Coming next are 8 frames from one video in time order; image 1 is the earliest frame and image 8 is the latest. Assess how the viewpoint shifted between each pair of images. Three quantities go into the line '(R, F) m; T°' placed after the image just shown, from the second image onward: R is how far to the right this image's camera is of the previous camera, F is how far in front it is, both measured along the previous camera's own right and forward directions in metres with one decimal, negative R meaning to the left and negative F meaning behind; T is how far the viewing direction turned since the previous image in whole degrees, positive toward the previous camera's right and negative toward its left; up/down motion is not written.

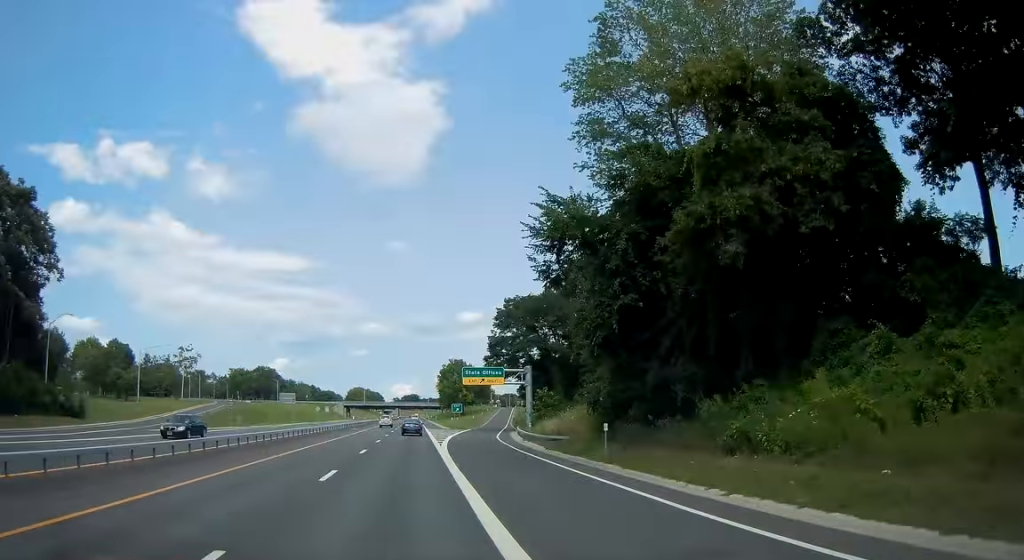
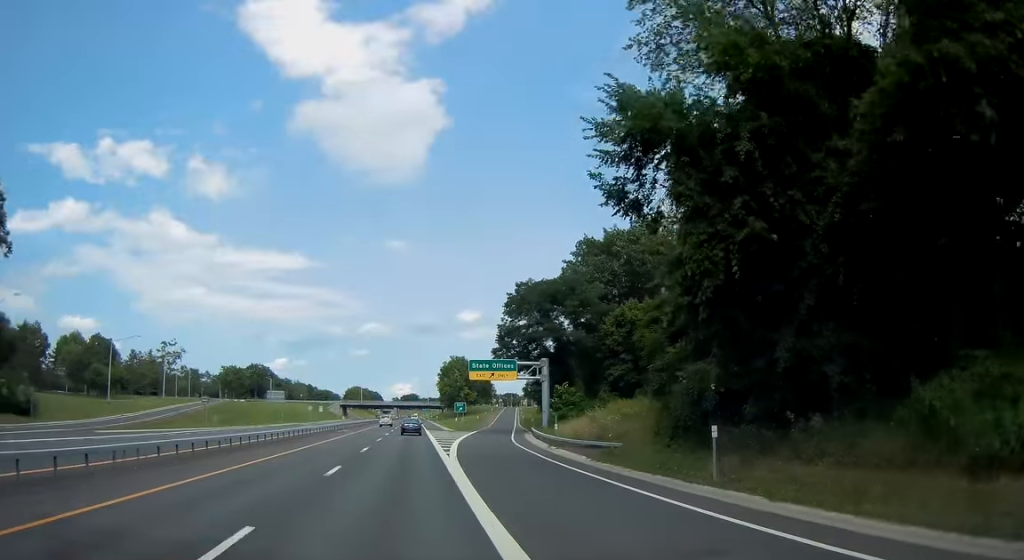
(-0.1, +10.4) m; 0°
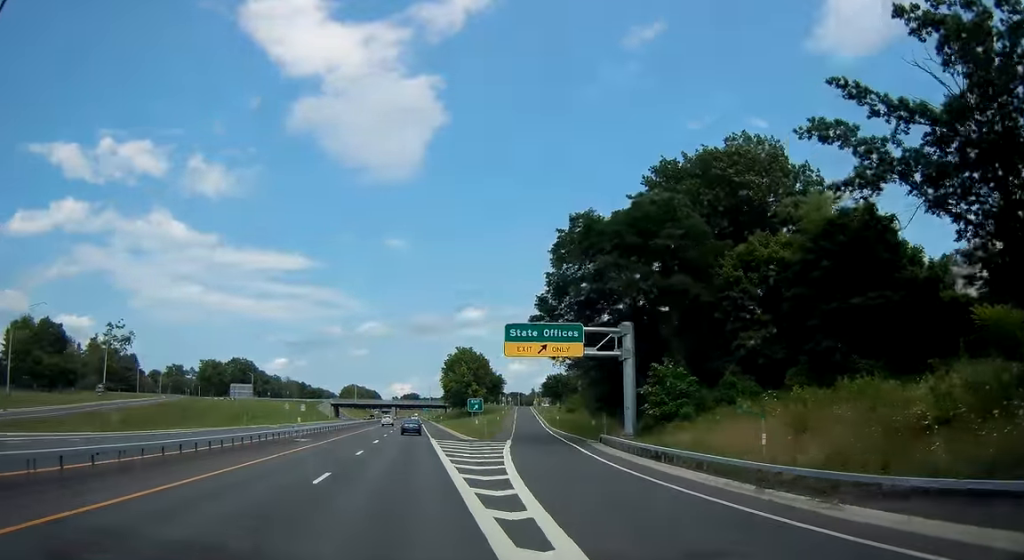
(-0.1, +27.0) m; 0°
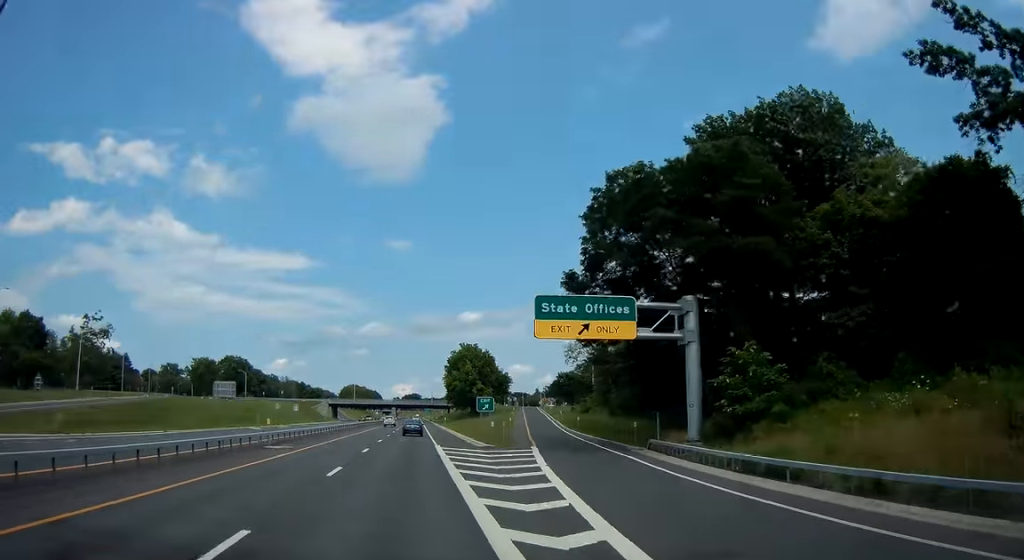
(+0.1, +9.8) m; 0°
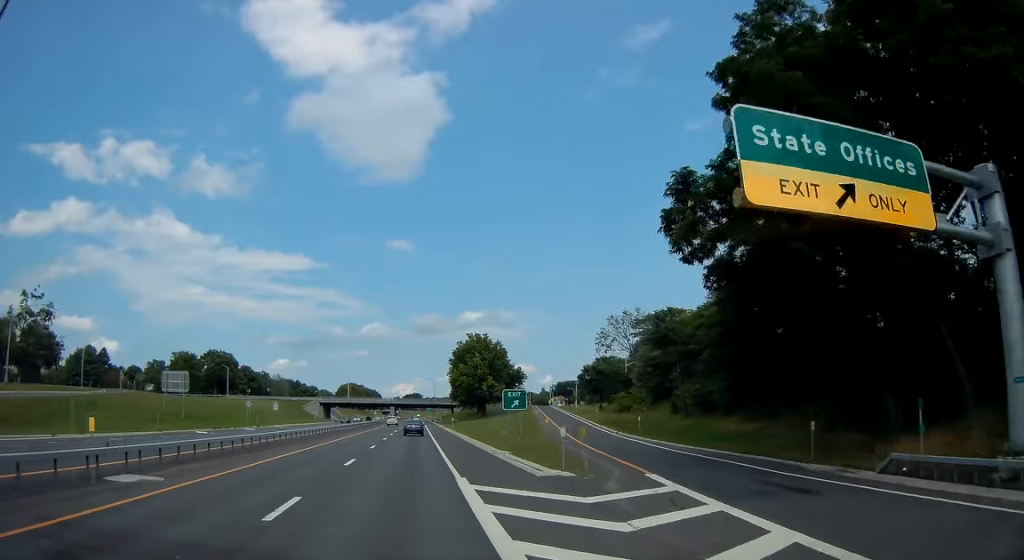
(+0.1, +20.4) m; 0°
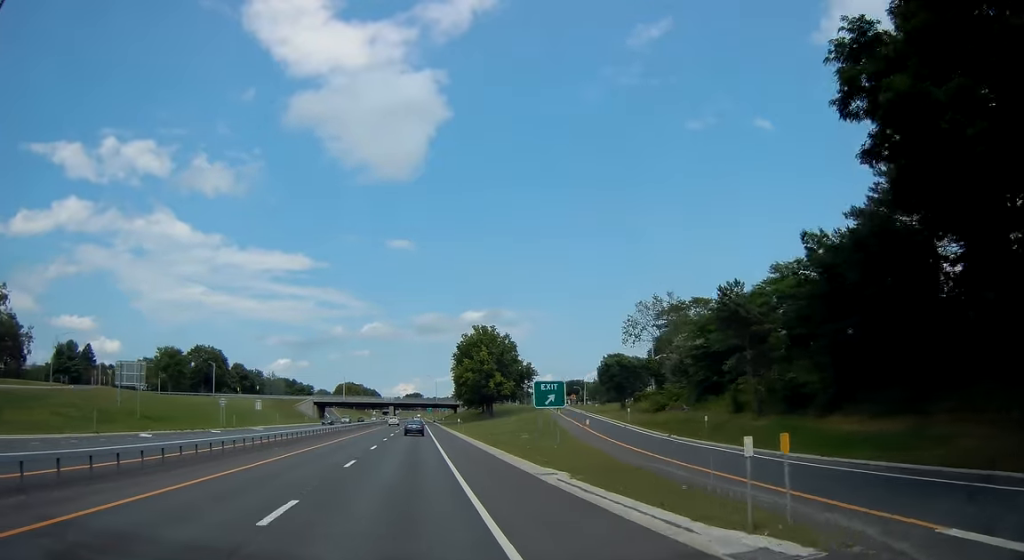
(0.0, +12.8) m; 0°
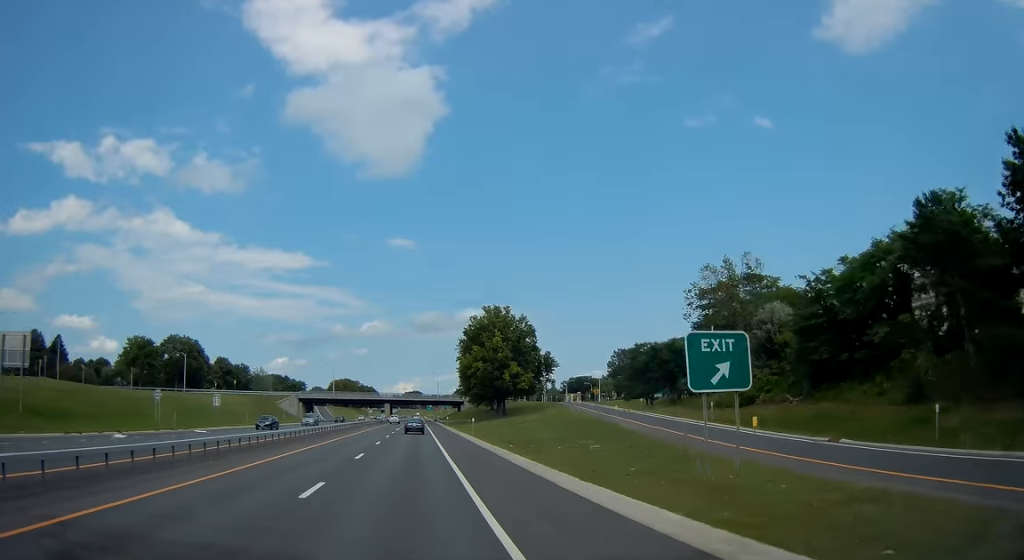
(0.0, +21.1) m; -1°
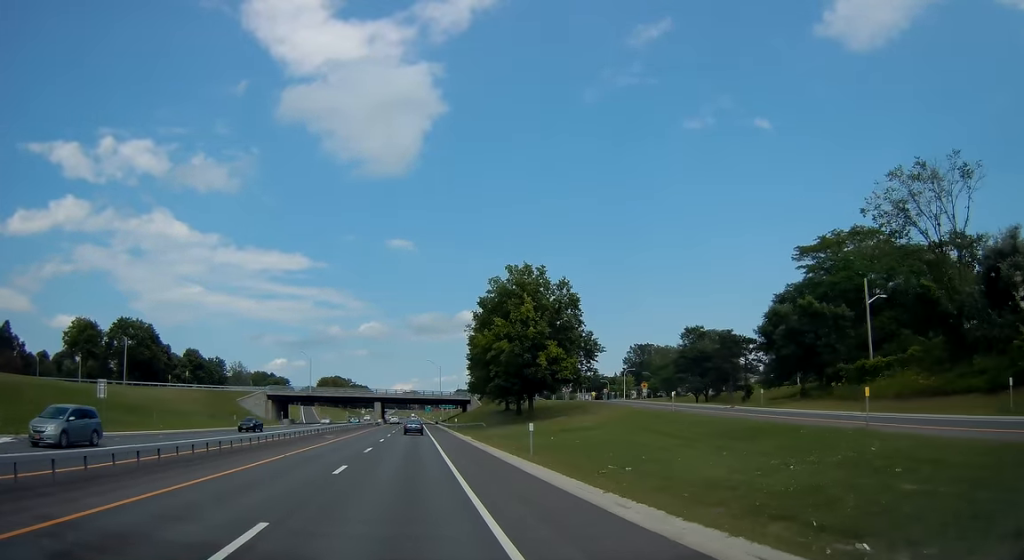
(-0.2, +30.8) m; 0°
